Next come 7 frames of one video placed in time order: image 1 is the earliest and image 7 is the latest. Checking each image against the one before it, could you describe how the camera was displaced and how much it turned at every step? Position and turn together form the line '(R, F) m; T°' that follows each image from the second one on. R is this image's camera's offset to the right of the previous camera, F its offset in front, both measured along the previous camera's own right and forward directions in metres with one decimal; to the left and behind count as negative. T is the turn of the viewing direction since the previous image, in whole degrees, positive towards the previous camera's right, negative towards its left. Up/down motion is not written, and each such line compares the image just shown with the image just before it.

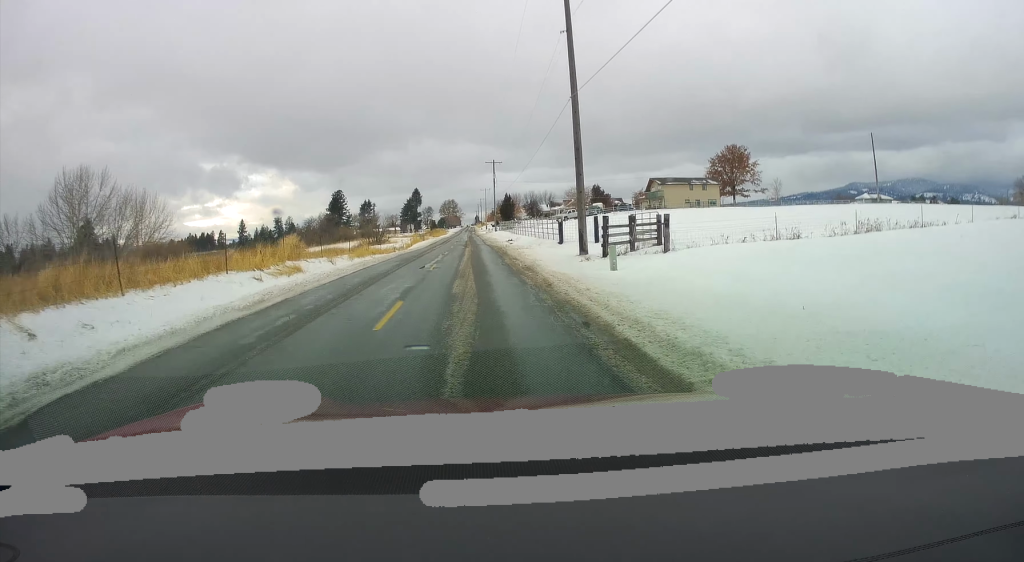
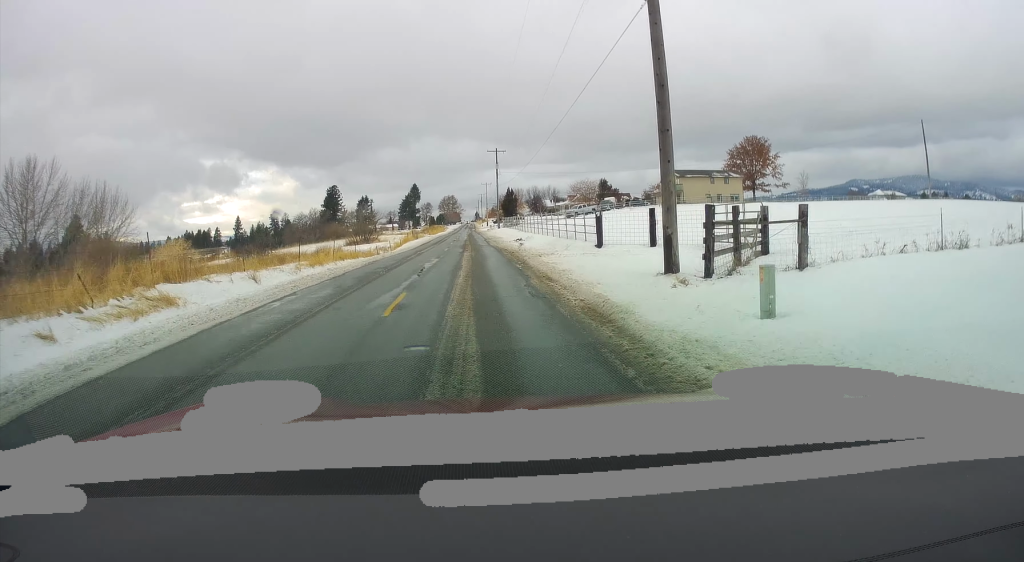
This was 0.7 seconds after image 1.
(+0.4, +10.5) m; 0°
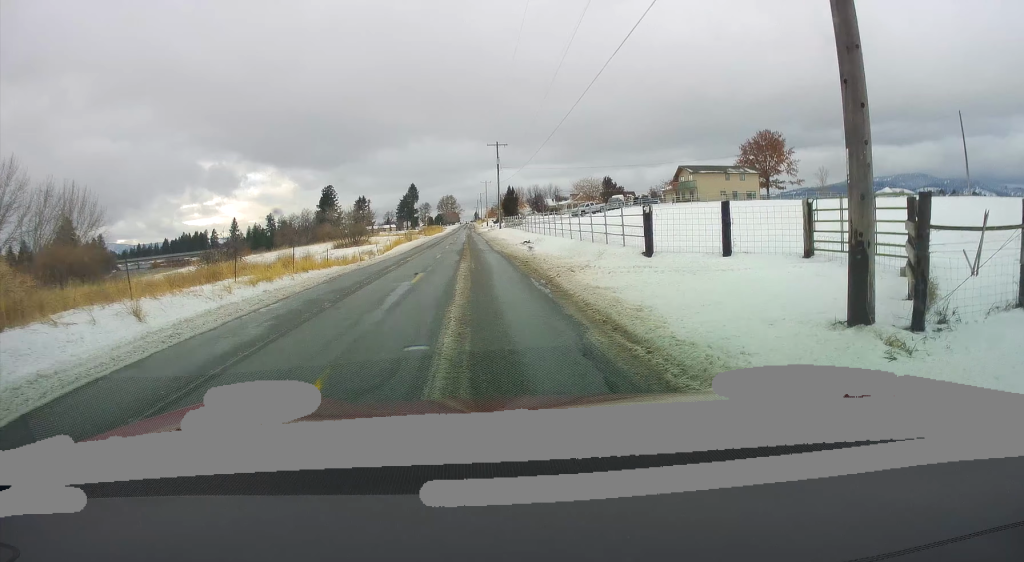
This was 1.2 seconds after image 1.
(-0.2, +6.8) m; 0°
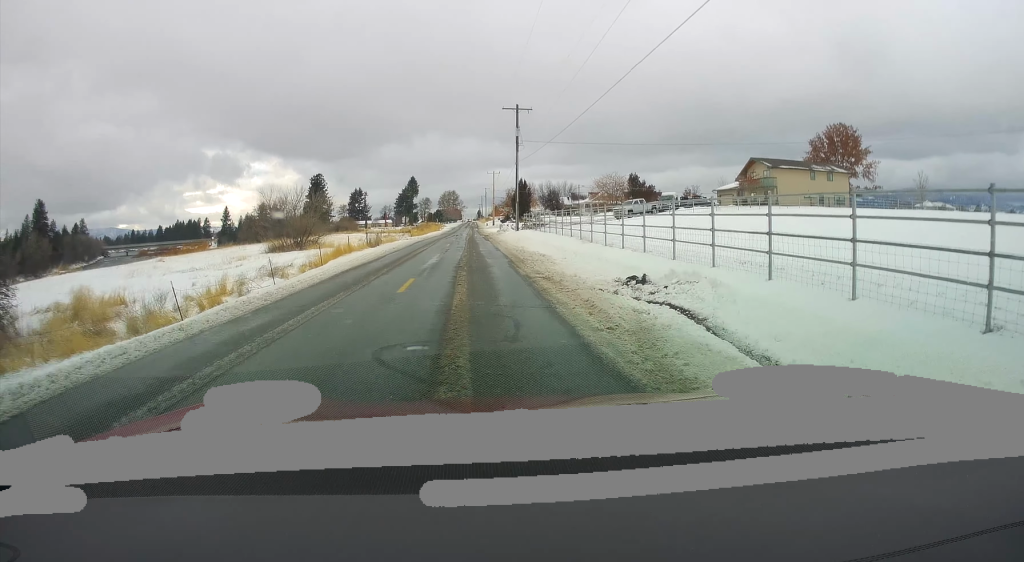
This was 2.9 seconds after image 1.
(+0.3, +25.3) m; +2°
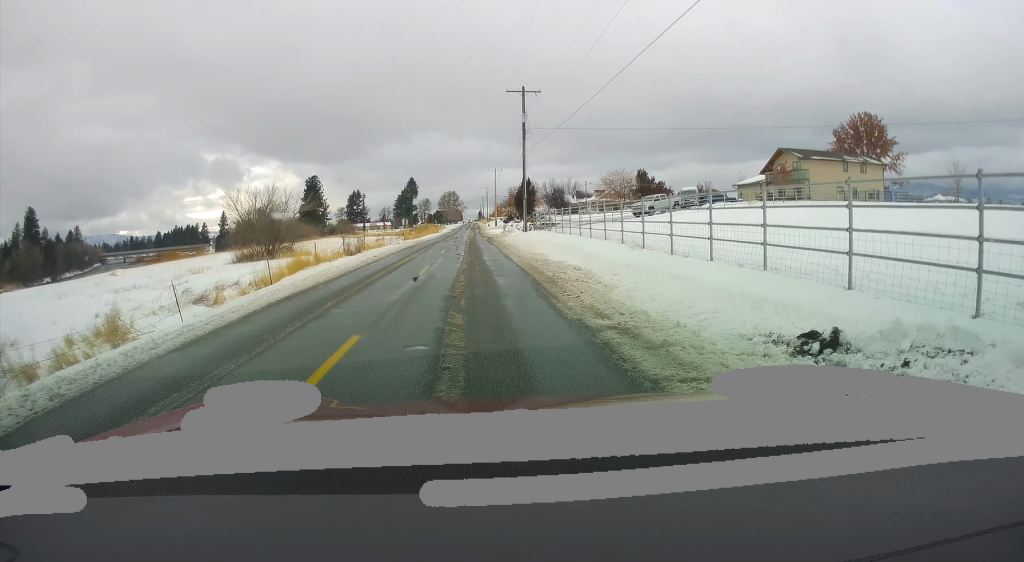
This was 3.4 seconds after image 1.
(0.0, +7.5) m; -1°
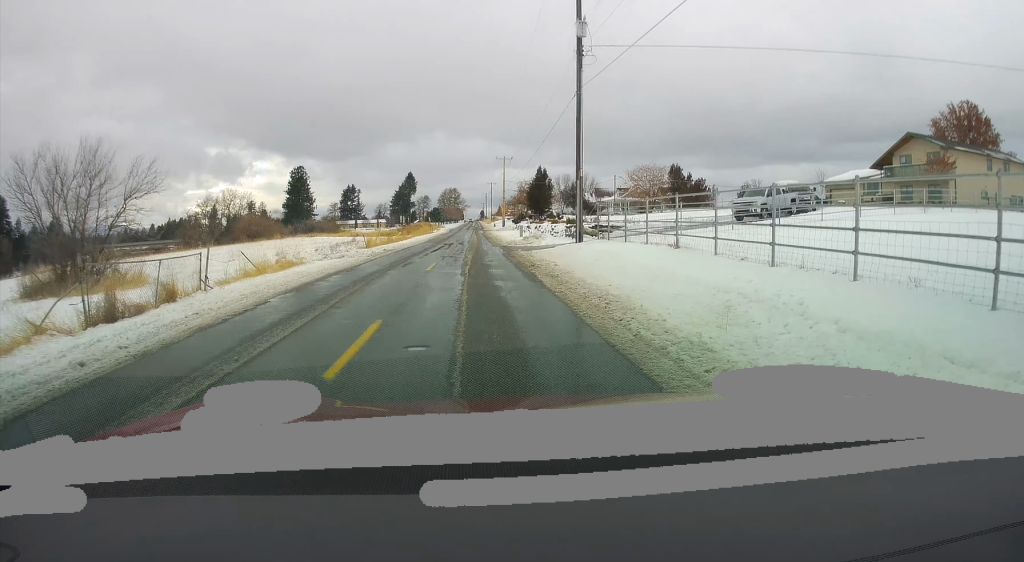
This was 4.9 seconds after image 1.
(-0.8, +23.5) m; -3°
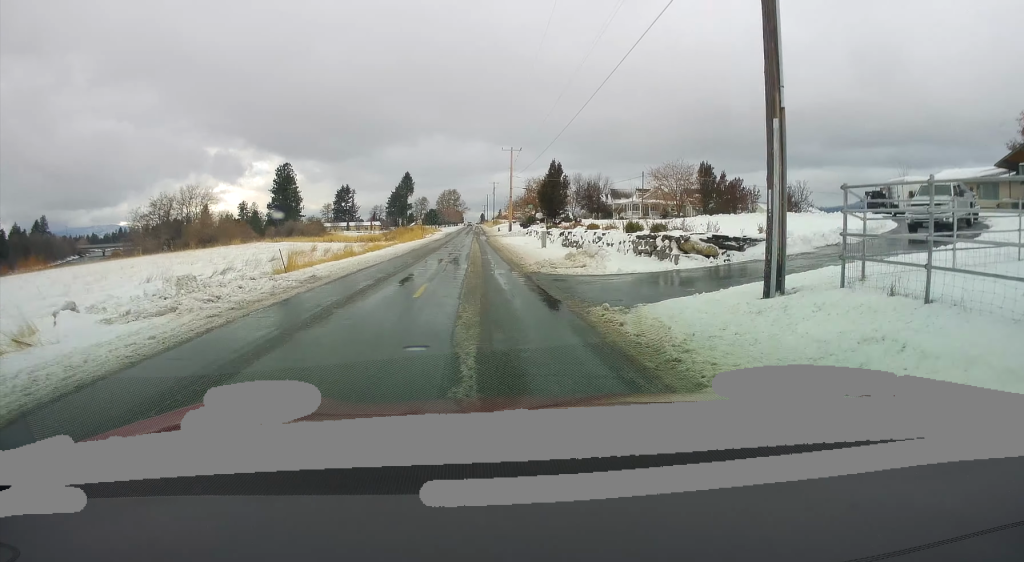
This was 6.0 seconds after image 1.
(+0.2, +16.5) m; +2°
